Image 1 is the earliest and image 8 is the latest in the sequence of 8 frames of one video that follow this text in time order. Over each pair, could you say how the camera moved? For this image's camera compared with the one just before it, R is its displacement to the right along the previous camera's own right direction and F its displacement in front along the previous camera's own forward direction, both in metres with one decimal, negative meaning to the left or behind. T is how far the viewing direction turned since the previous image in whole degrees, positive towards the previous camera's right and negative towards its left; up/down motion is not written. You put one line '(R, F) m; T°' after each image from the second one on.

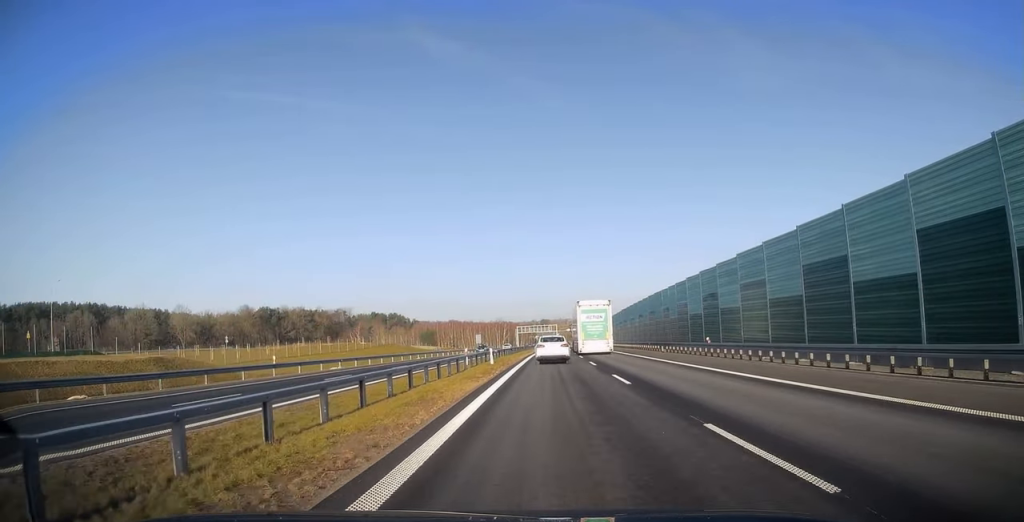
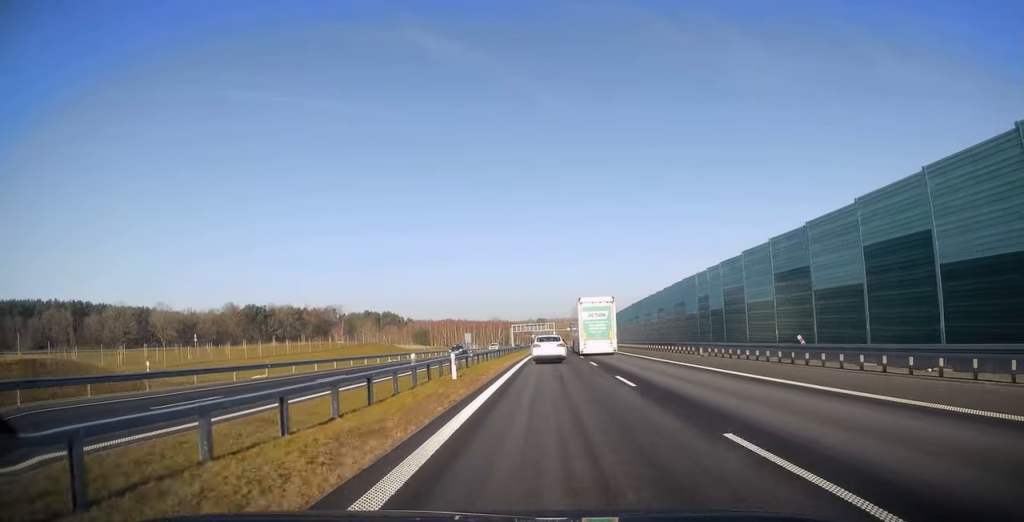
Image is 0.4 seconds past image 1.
(0.0, +12.9) m; 0°
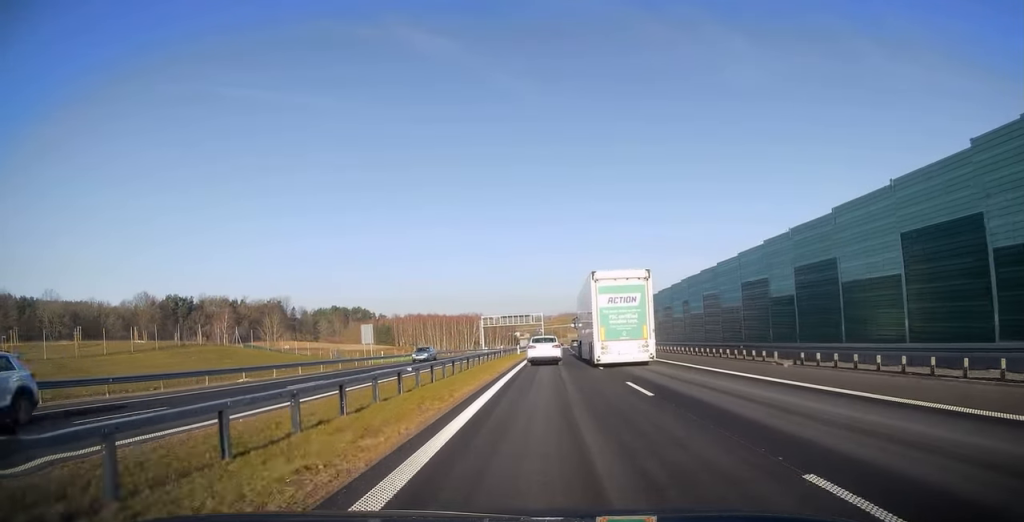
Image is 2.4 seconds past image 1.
(+1.8, +62.5) m; +2°
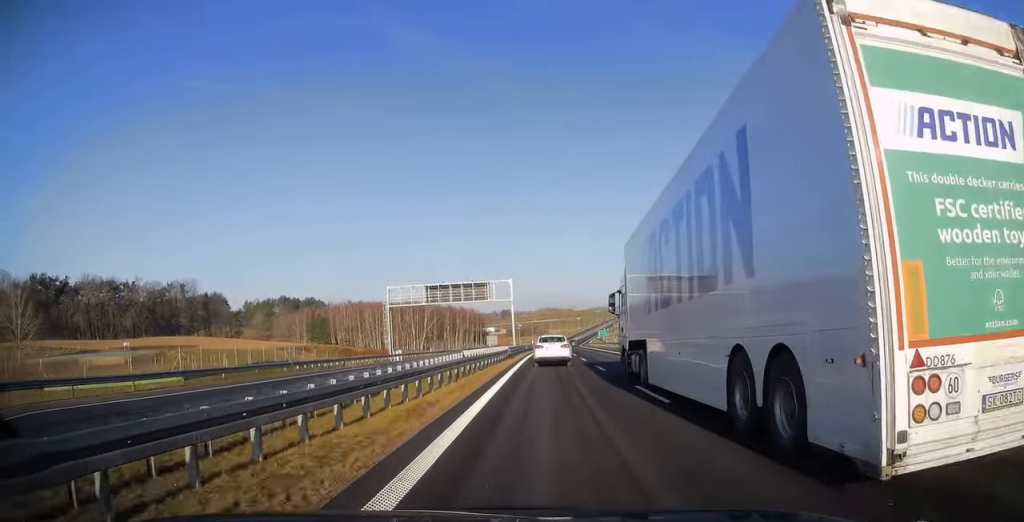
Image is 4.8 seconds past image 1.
(+0.1, +73.3) m; +1°
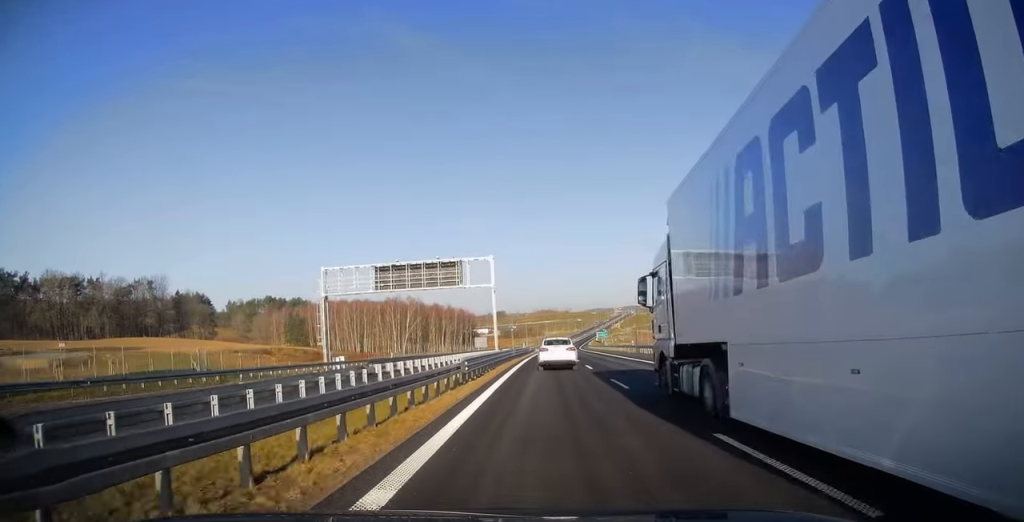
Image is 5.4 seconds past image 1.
(-0.1, +19.6) m; +1°
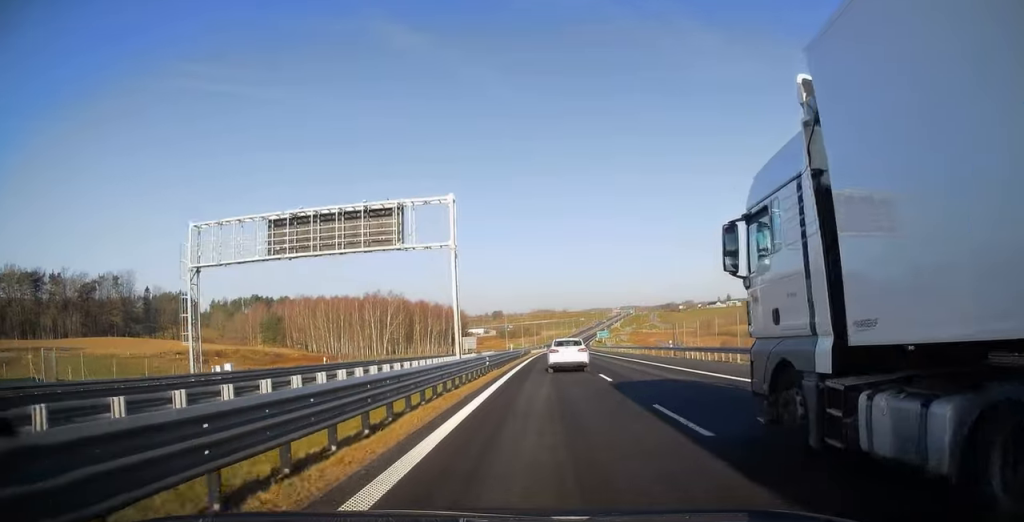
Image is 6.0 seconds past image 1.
(+0.4, +20.1) m; +1°
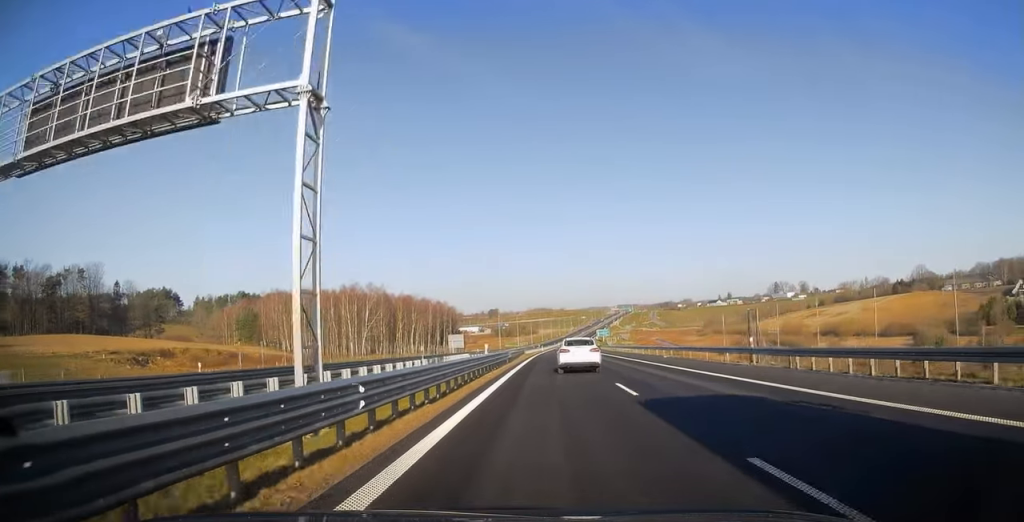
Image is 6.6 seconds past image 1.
(+0.1, +17.6) m; 0°
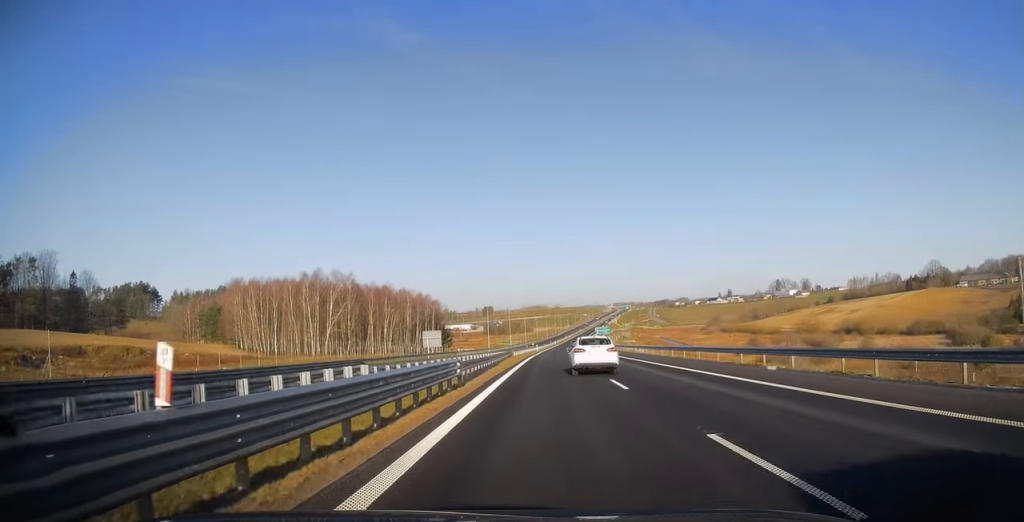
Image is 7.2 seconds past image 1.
(0.0, +22.3) m; 0°
